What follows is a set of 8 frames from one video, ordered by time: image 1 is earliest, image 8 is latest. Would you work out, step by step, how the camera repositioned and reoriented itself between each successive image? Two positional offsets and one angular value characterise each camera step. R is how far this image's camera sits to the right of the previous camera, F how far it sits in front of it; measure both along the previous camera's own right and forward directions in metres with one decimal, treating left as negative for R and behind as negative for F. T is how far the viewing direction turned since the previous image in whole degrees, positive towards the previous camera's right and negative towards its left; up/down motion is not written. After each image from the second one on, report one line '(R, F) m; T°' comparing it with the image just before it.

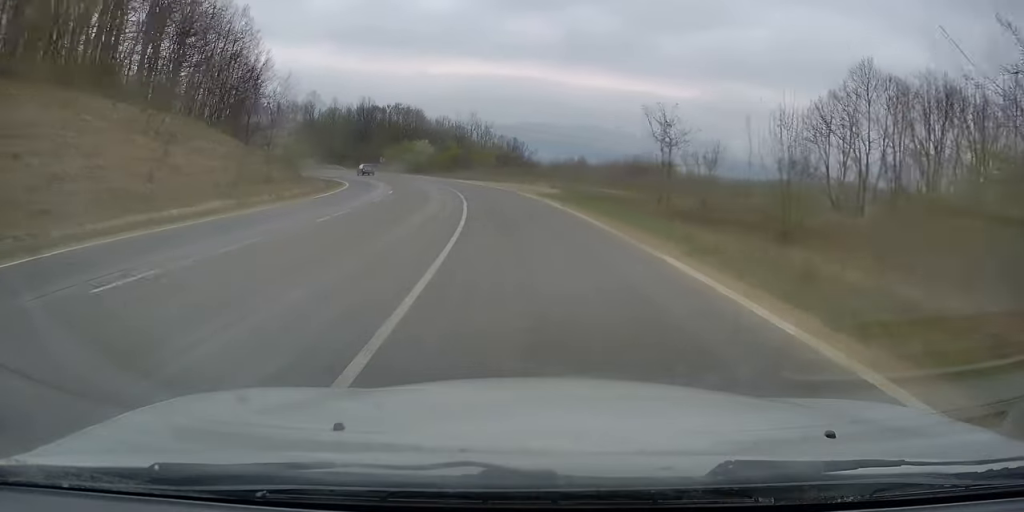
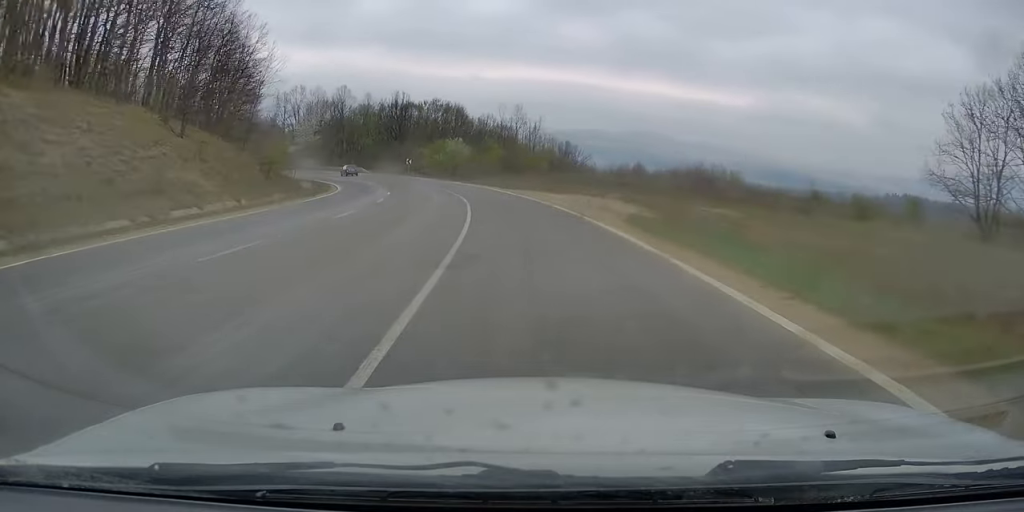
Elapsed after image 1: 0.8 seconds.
(-0.6, +16.1) m; -4°
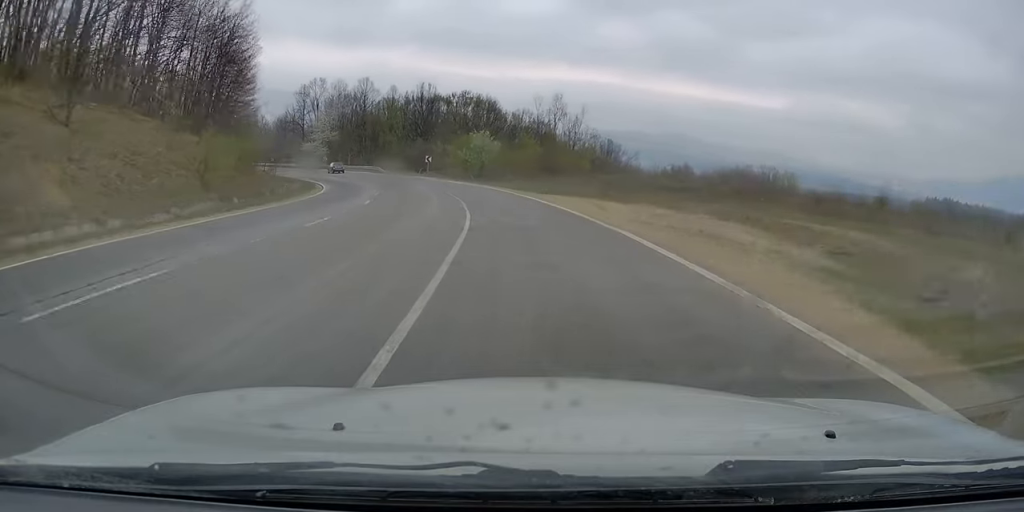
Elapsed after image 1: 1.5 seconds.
(-0.5, +12.3) m; -4°
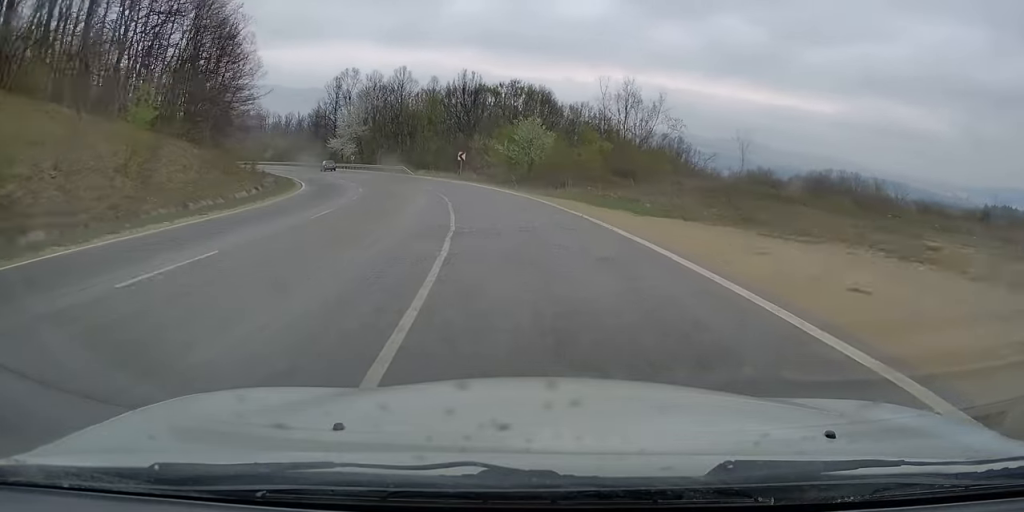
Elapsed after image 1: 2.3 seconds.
(-0.7, +16.2) m; -6°
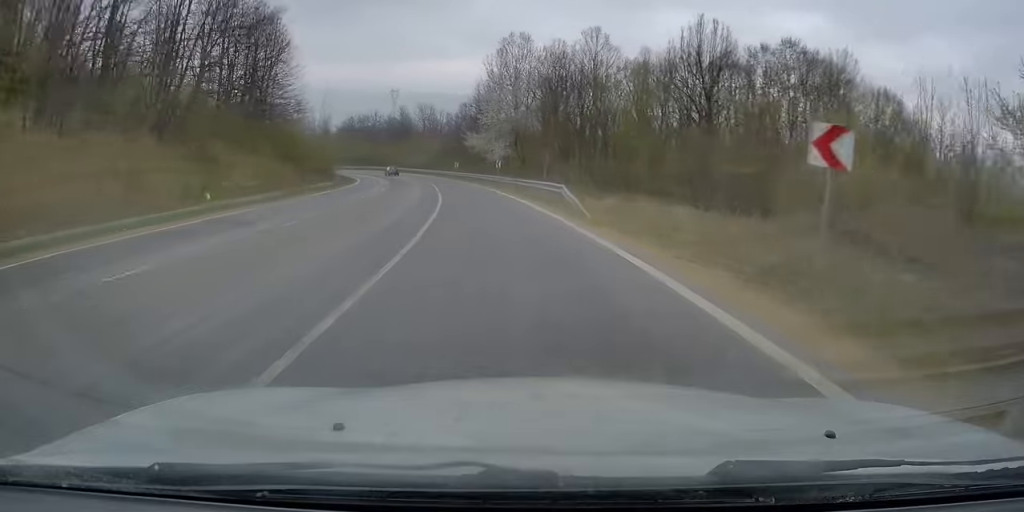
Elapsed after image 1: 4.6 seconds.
(-6.1, +43.5) m; -16°
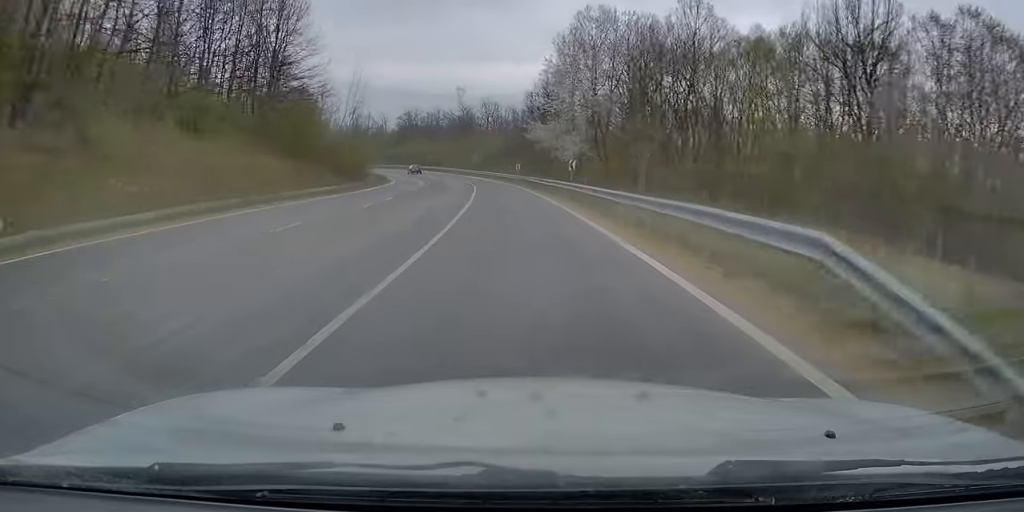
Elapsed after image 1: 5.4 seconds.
(-0.9, +16.8) m; -5°
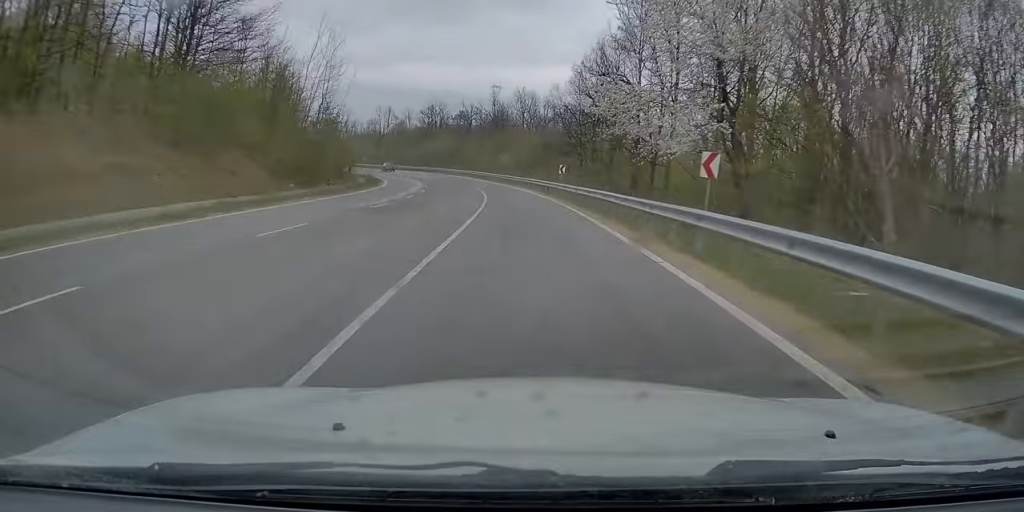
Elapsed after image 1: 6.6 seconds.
(-0.9, +22.8) m; -4°
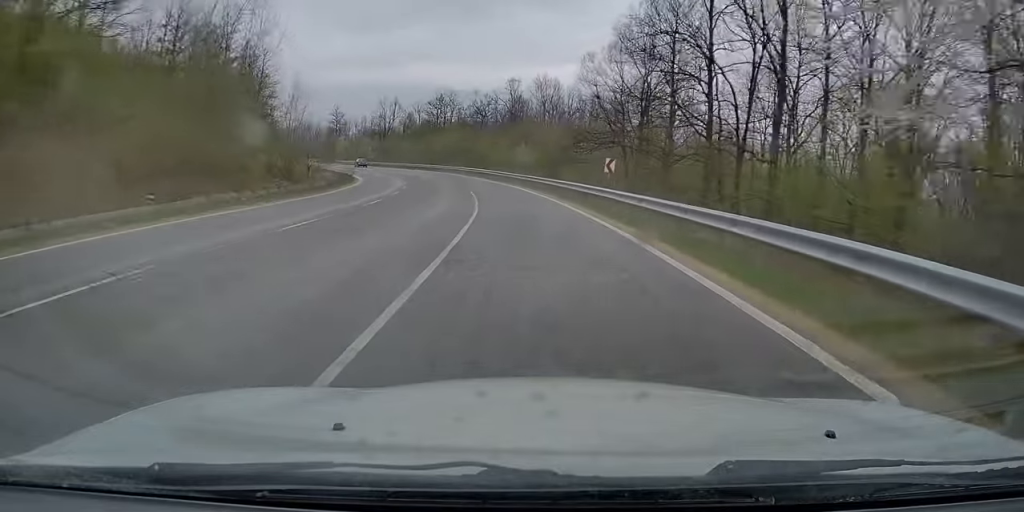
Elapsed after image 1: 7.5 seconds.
(-0.3, +17.0) m; -3°
